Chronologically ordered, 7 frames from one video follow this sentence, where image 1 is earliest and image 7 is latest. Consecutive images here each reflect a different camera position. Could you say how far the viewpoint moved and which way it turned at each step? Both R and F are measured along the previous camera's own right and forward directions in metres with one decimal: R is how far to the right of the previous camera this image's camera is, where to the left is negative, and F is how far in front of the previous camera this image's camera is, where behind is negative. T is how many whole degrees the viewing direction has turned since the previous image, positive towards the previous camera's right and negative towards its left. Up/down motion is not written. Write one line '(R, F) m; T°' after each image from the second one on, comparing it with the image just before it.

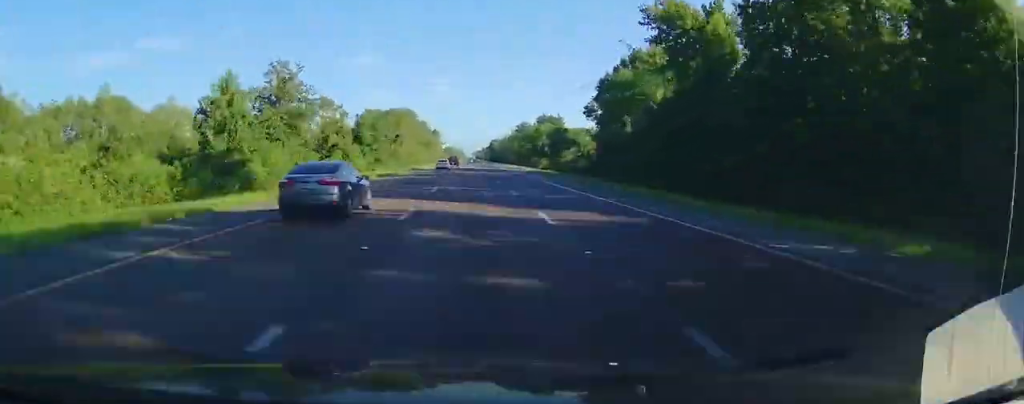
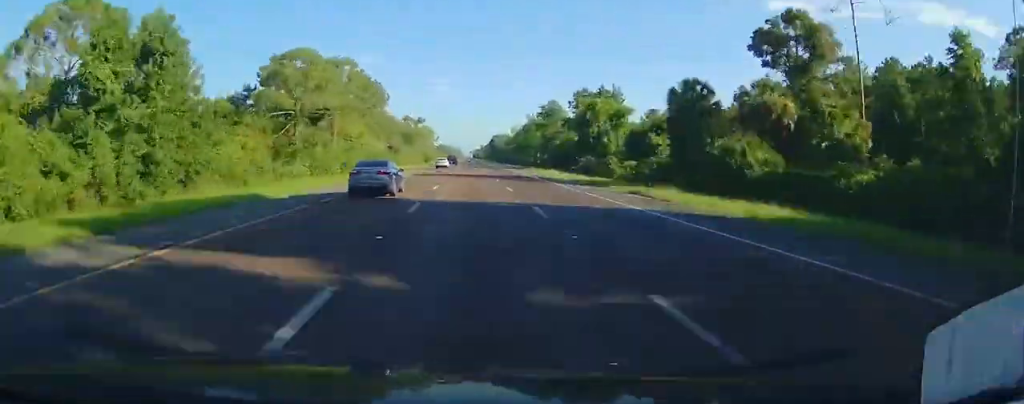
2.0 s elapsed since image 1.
(+0.2, +71.0) m; 0°
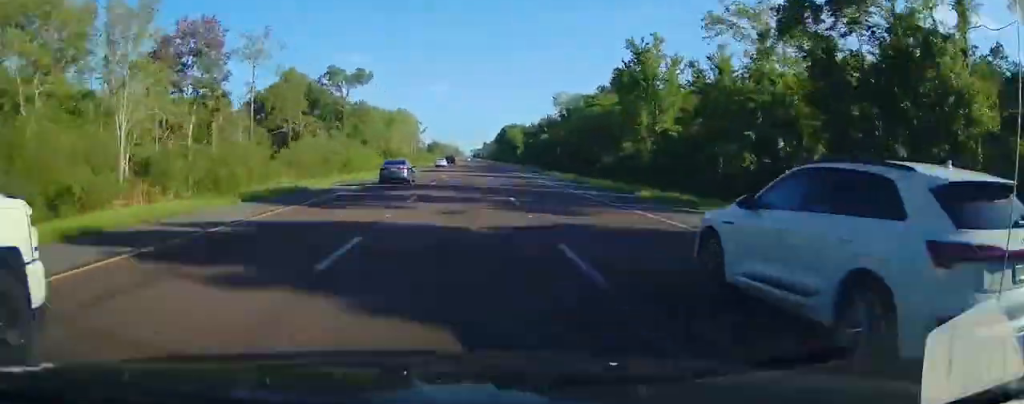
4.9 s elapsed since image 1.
(-0.3, +108.6) m; 0°
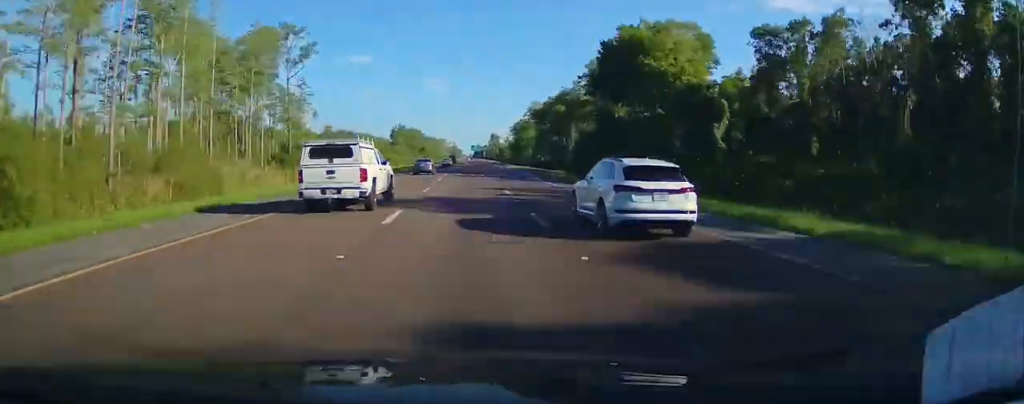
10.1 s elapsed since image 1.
(+0.1, +230.4) m; 0°
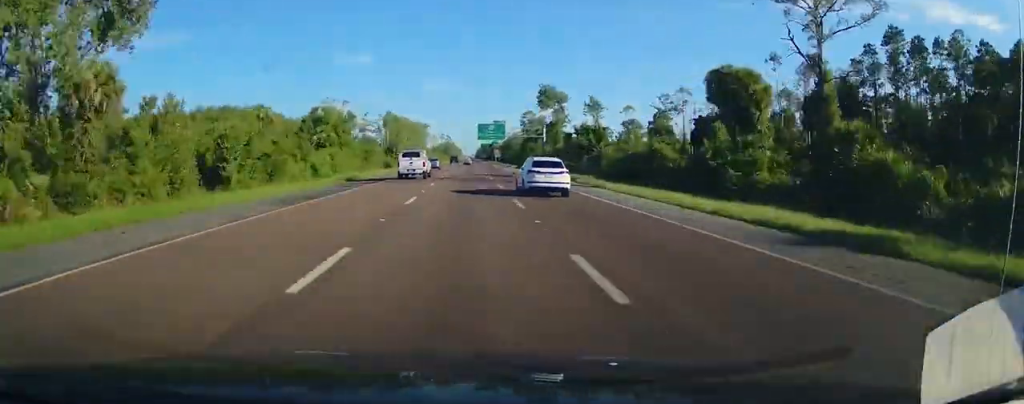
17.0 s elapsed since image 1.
(-0.8, +190.9) m; -1°
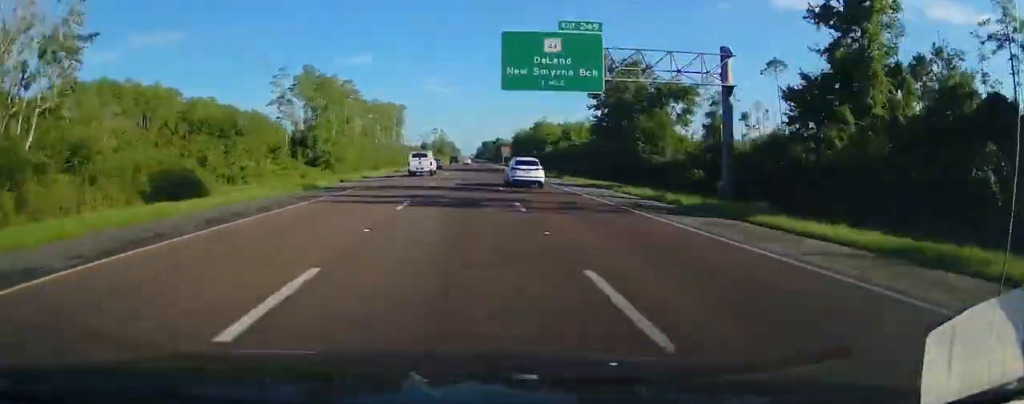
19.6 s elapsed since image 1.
(-0.2, +95.9) m; 0°
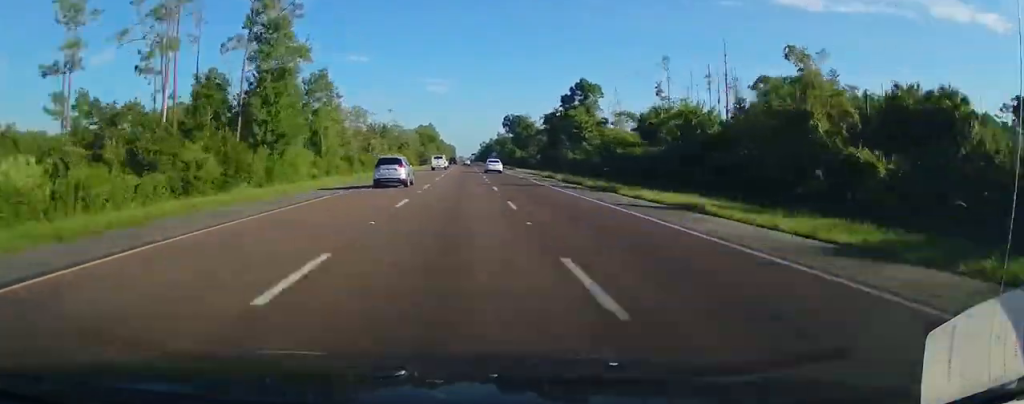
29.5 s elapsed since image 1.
(+1.2, +371.7) m; 0°
